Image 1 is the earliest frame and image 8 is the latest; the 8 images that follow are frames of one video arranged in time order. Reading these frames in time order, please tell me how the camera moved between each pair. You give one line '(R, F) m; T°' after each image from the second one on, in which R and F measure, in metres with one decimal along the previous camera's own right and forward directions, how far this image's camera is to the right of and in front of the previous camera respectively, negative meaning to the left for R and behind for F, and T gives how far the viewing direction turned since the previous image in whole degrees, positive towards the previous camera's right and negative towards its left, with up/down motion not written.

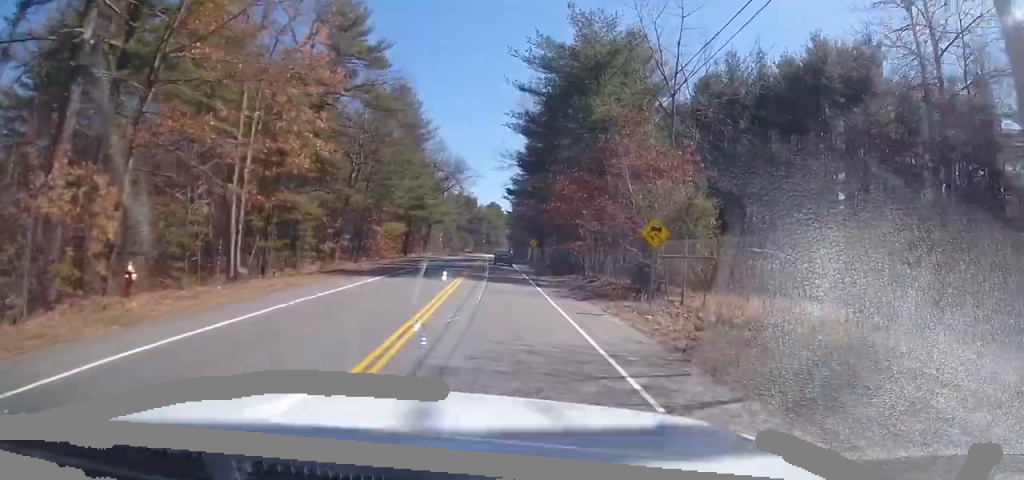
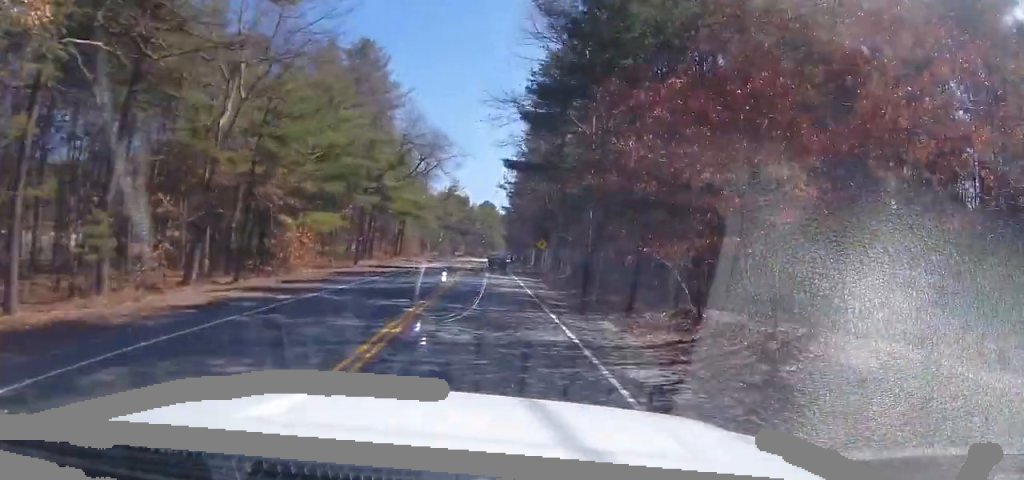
(+0.3, +21.2) m; 0°
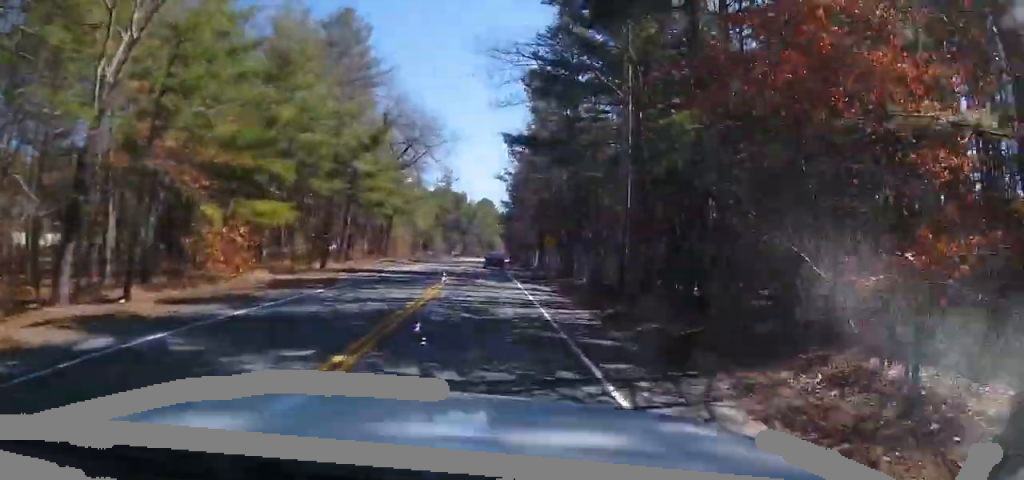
(+0.1, +8.3) m; -1°
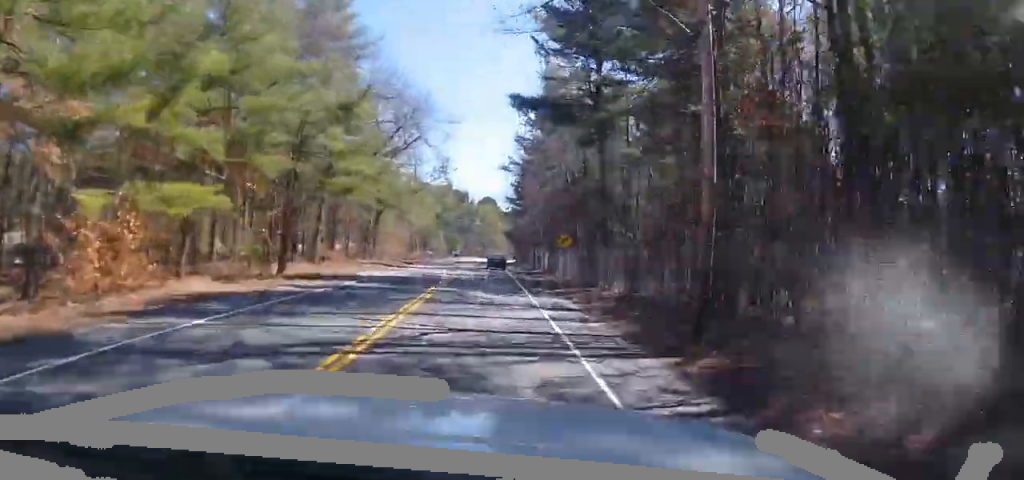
(-0.2, +8.1) m; 0°
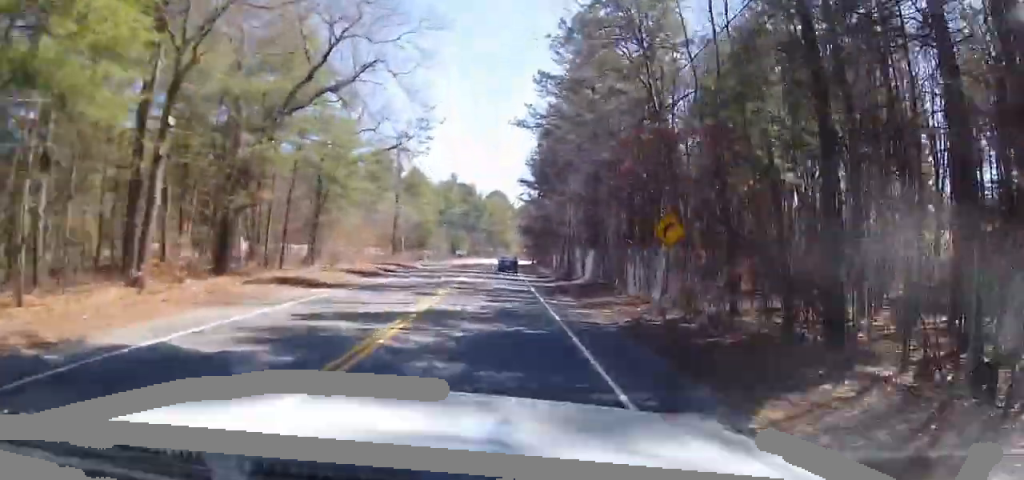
(0.0, +21.2) m; 0°
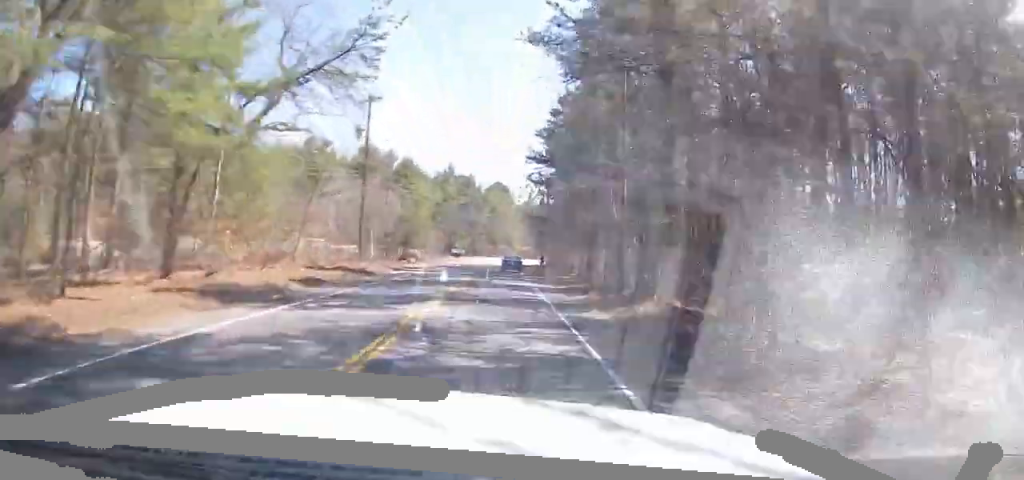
(-0.2, +15.8) m; 0°
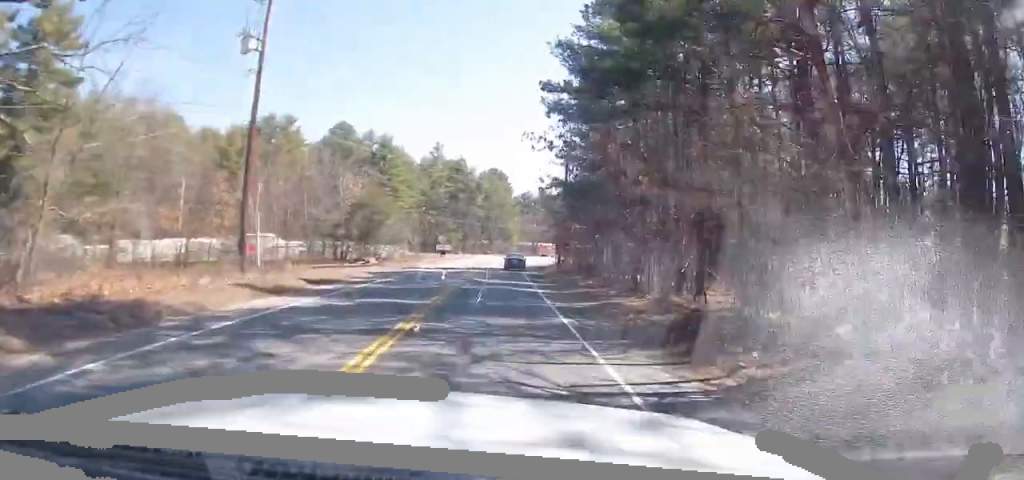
(+0.1, +22.0) m; +1°
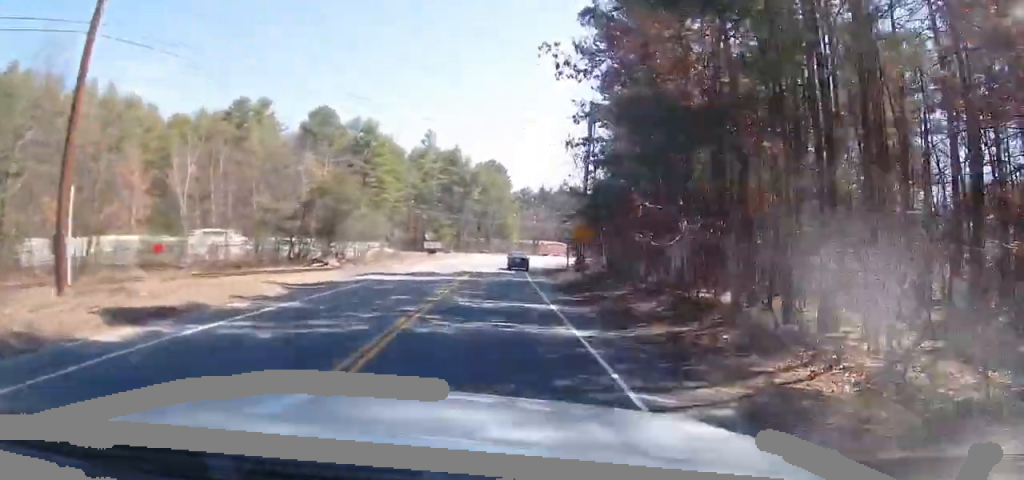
(0.0, +12.6) m; +1°
